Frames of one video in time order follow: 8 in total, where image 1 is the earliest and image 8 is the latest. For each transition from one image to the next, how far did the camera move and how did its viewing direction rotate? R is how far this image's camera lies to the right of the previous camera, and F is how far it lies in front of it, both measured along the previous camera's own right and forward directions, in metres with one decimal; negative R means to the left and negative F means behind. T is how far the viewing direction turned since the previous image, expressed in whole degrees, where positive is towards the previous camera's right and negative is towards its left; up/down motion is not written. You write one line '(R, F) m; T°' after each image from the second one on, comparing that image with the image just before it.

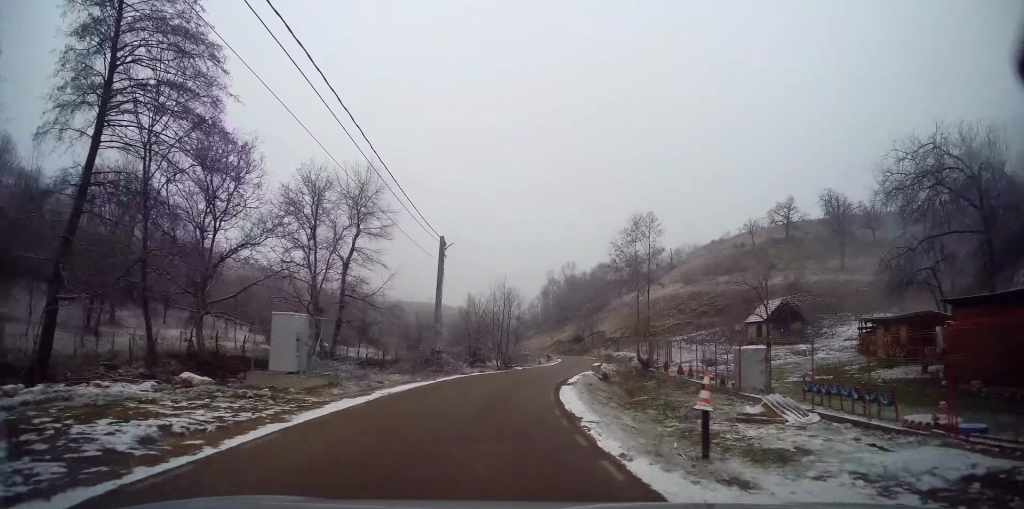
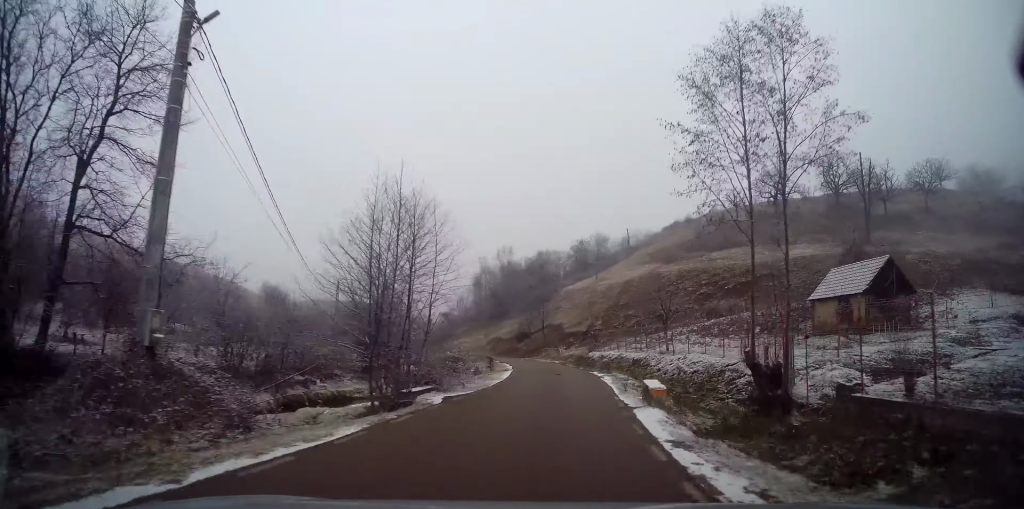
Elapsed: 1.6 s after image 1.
(+1.3, +23.0) m; +8°
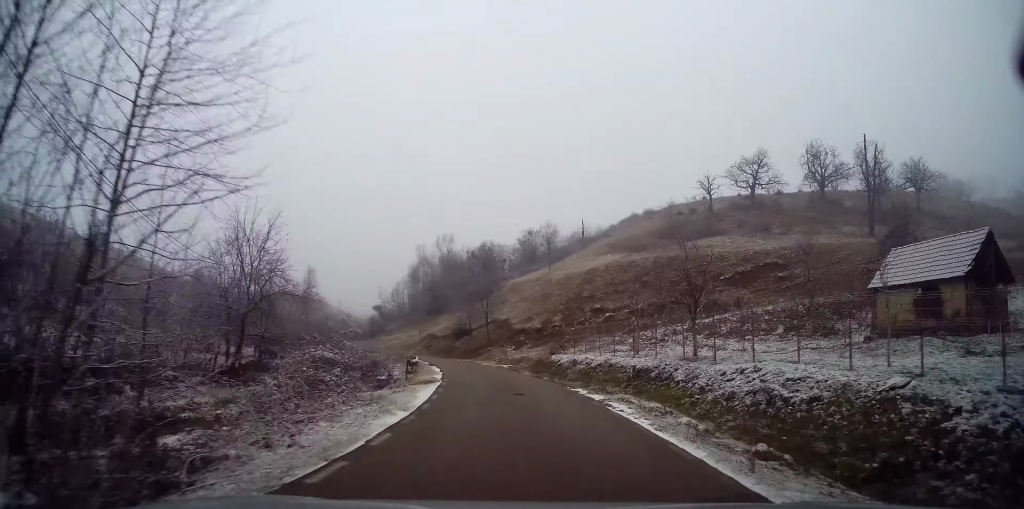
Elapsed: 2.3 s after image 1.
(+0.6, +11.6) m; +2°
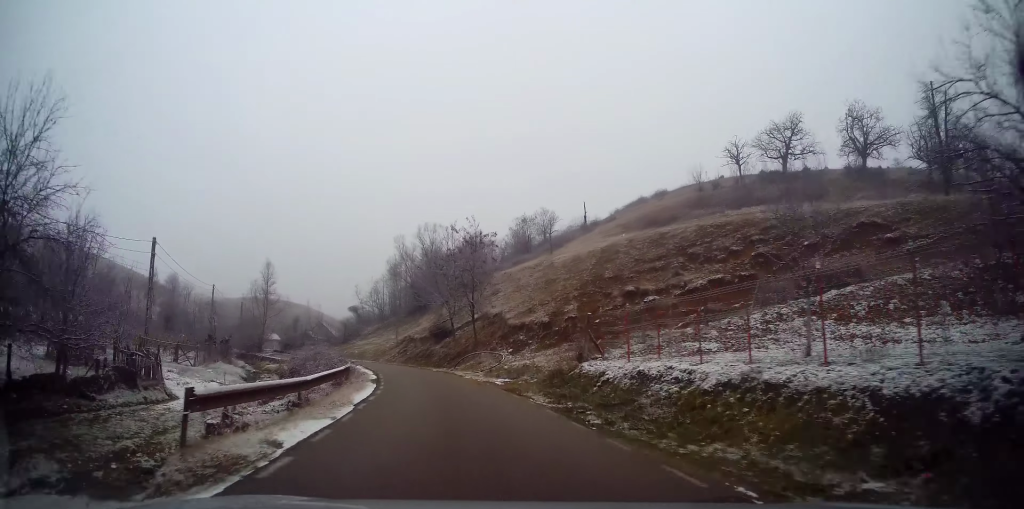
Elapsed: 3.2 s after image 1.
(+0.1, +13.7) m; -2°
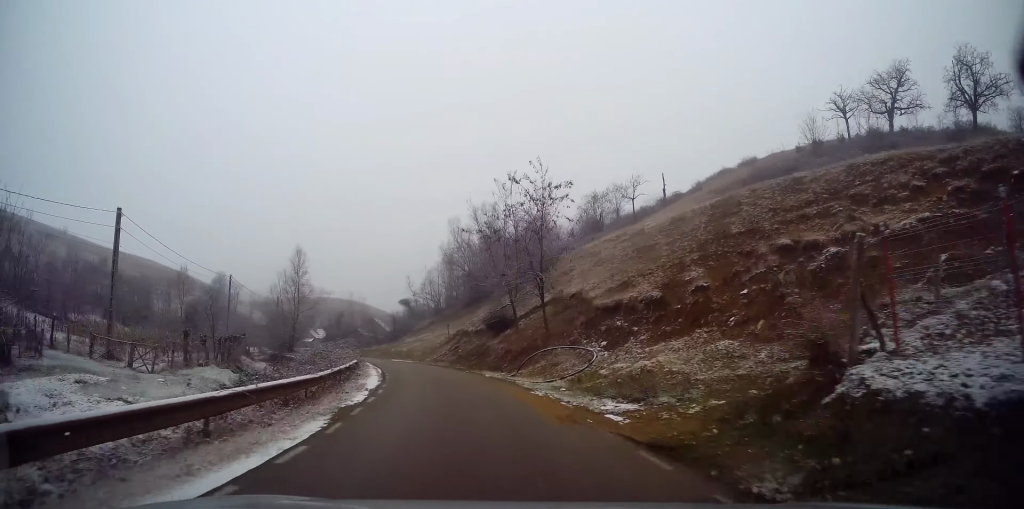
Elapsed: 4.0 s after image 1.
(-0.3, +11.3) m; -4°
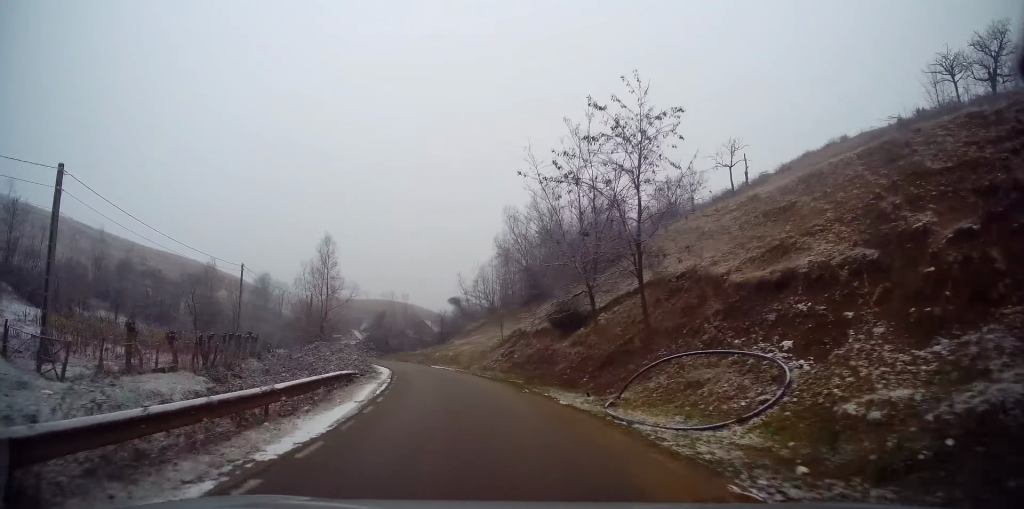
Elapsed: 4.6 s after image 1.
(-0.2, +9.8) m; -5°
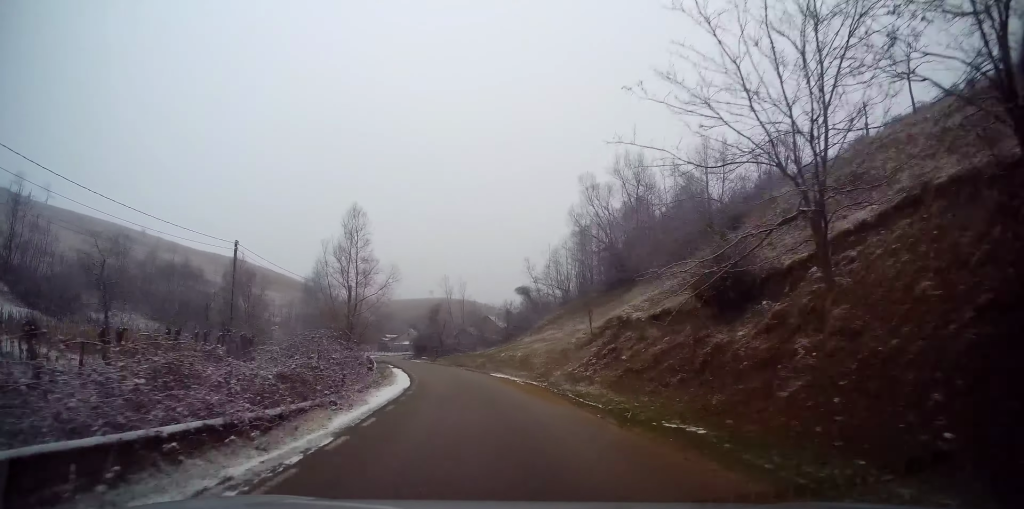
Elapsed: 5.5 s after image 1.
(-0.7, +13.6) m; -7°
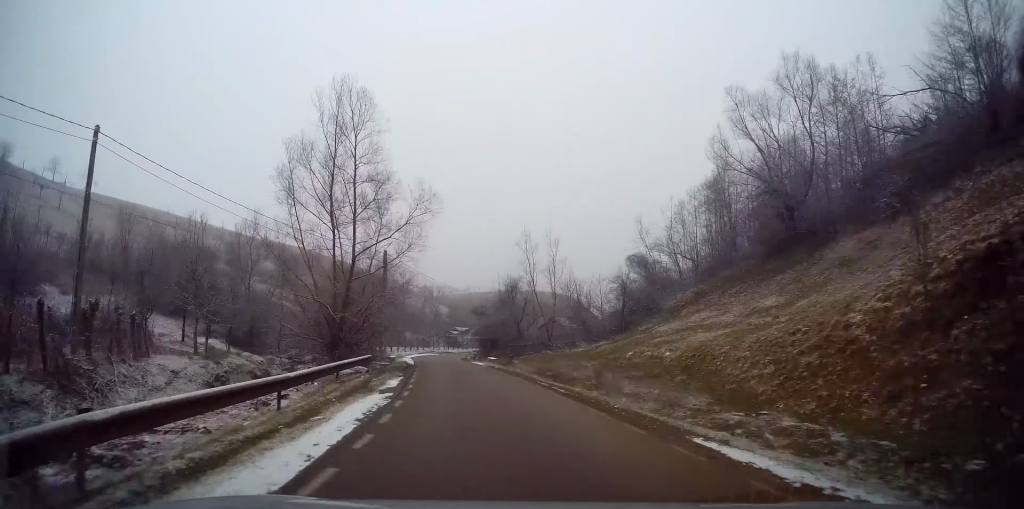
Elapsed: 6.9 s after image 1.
(-2.2, +21.9) m; -9°
